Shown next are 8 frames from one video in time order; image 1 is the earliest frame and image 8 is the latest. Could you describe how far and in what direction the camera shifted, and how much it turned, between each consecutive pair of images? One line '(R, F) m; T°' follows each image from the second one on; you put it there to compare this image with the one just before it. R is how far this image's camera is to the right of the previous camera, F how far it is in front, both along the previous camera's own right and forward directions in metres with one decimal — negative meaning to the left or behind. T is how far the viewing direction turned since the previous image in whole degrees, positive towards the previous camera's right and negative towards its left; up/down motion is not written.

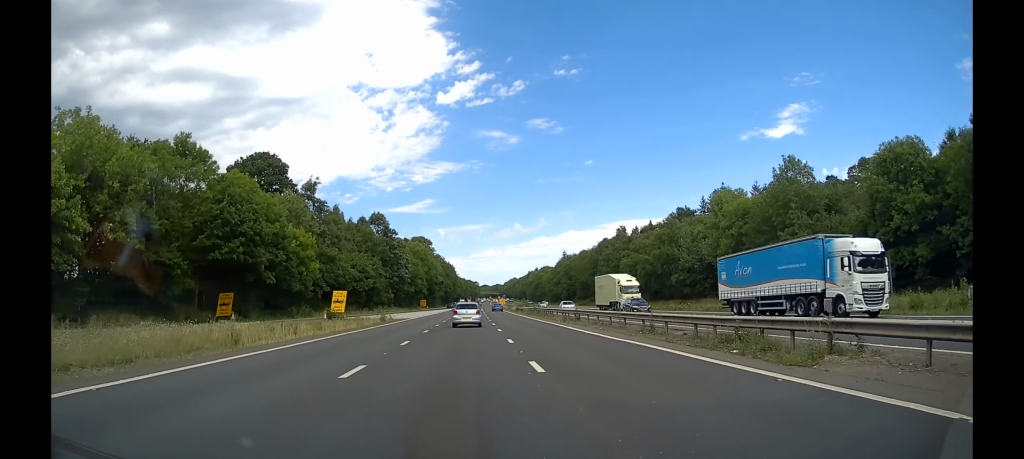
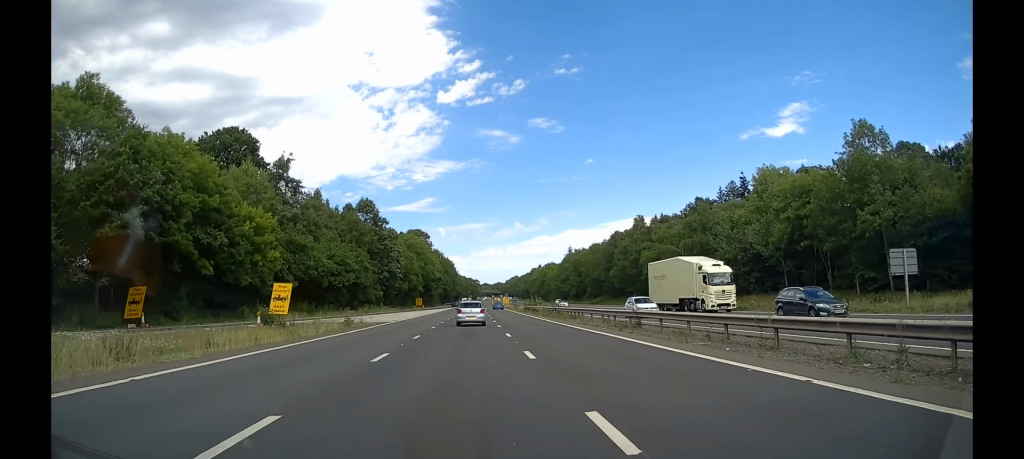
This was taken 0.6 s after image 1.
(0.0, +14.9) m; 0°
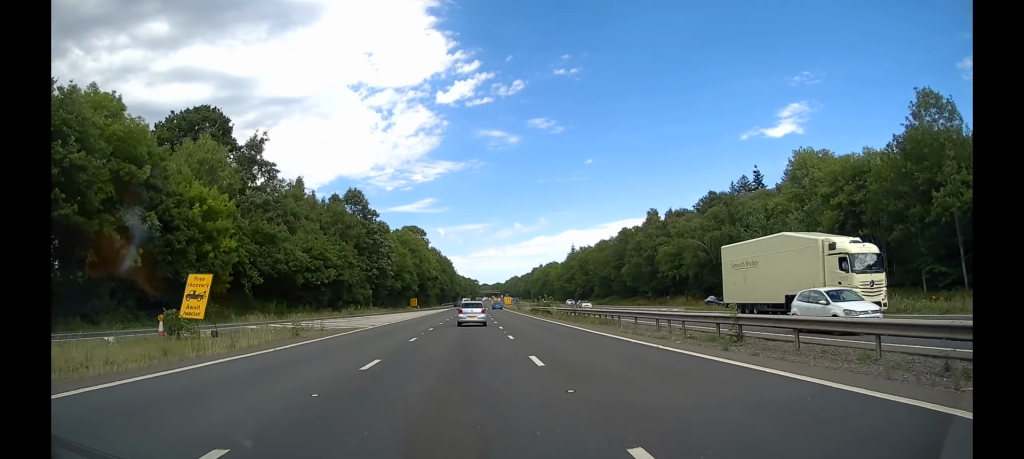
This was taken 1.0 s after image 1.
(0.0, +10.6) m; 0°
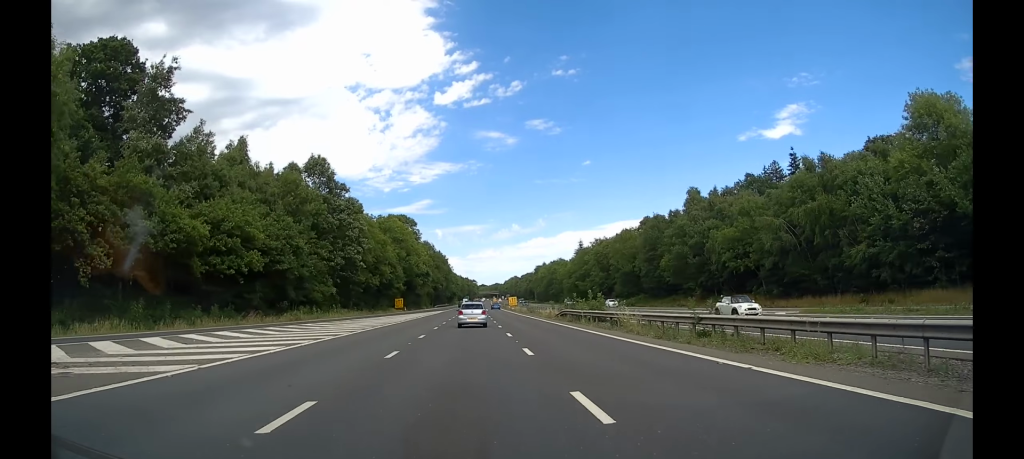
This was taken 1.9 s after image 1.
(0.0, +23.8) m; 0°
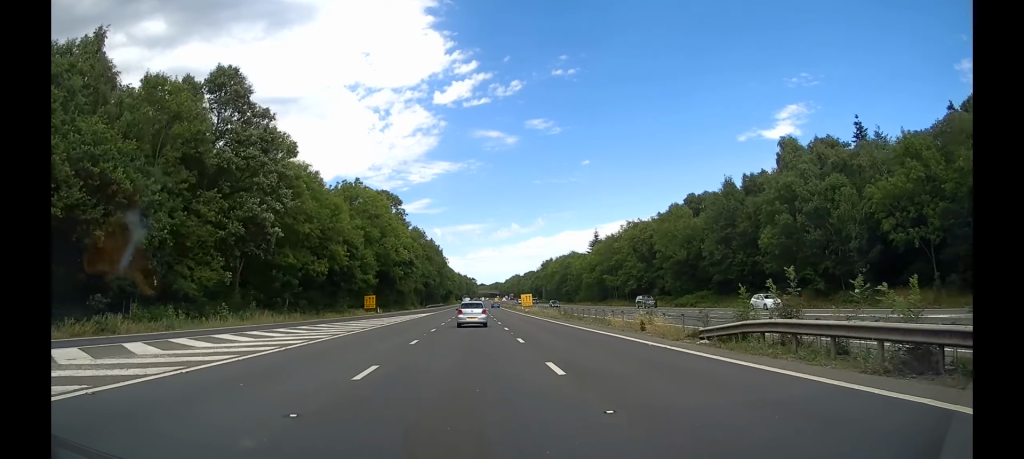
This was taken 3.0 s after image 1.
(+0.2, +31.1) m; +1°
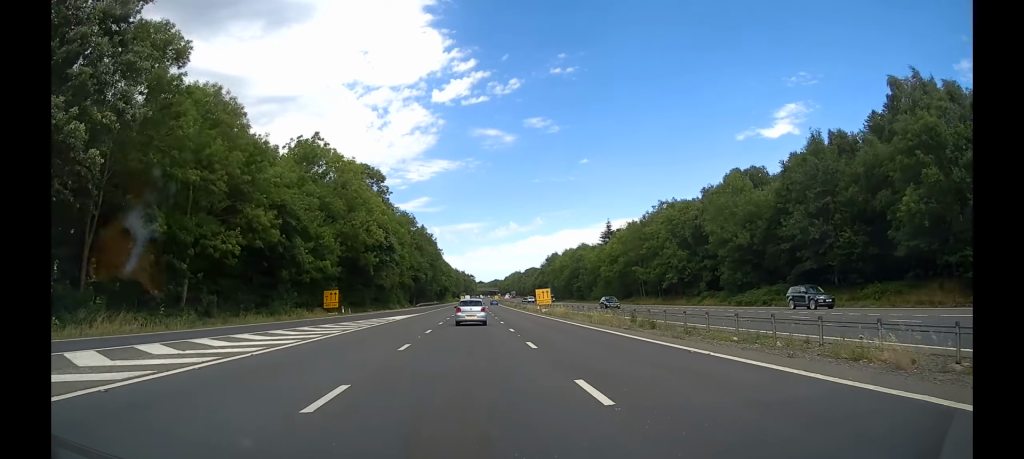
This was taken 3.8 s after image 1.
(0.0, +21.5) m; 0°
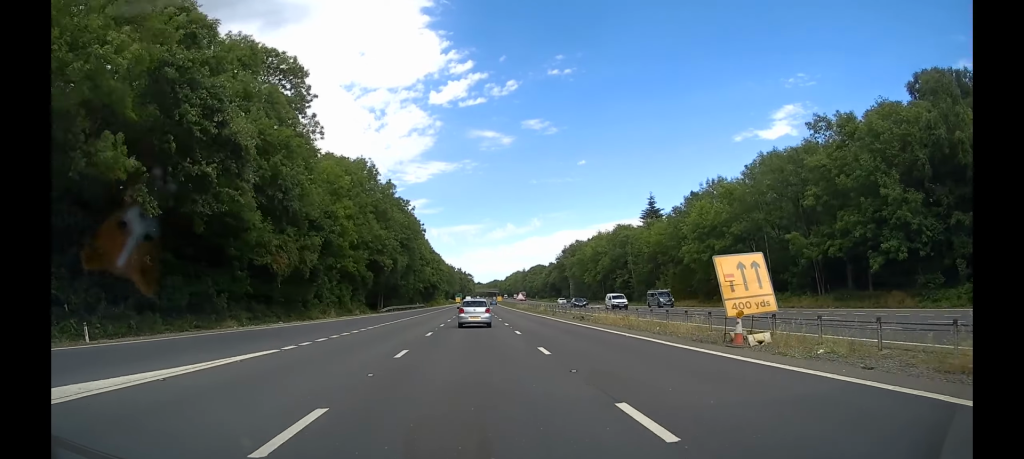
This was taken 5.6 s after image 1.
(-0.2, +48.0) m; 0°
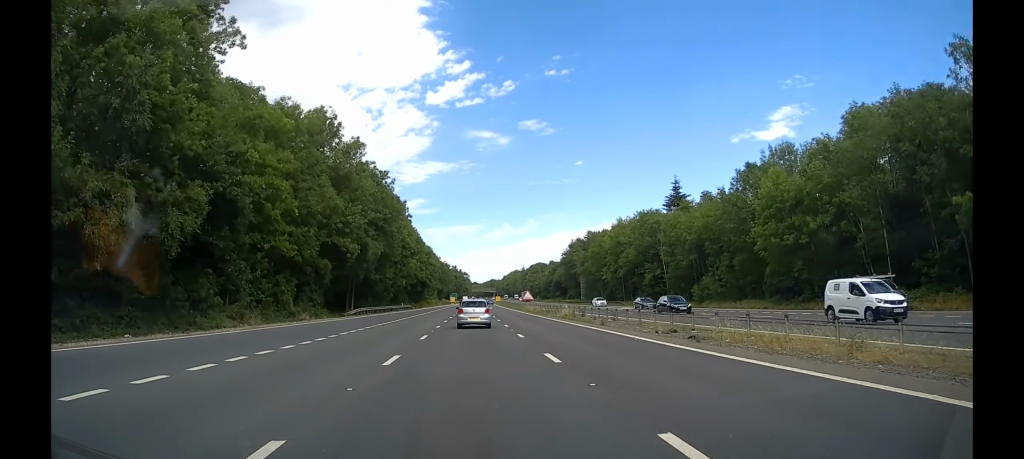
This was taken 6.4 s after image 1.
(+0.1, +19.9) m; +1°
